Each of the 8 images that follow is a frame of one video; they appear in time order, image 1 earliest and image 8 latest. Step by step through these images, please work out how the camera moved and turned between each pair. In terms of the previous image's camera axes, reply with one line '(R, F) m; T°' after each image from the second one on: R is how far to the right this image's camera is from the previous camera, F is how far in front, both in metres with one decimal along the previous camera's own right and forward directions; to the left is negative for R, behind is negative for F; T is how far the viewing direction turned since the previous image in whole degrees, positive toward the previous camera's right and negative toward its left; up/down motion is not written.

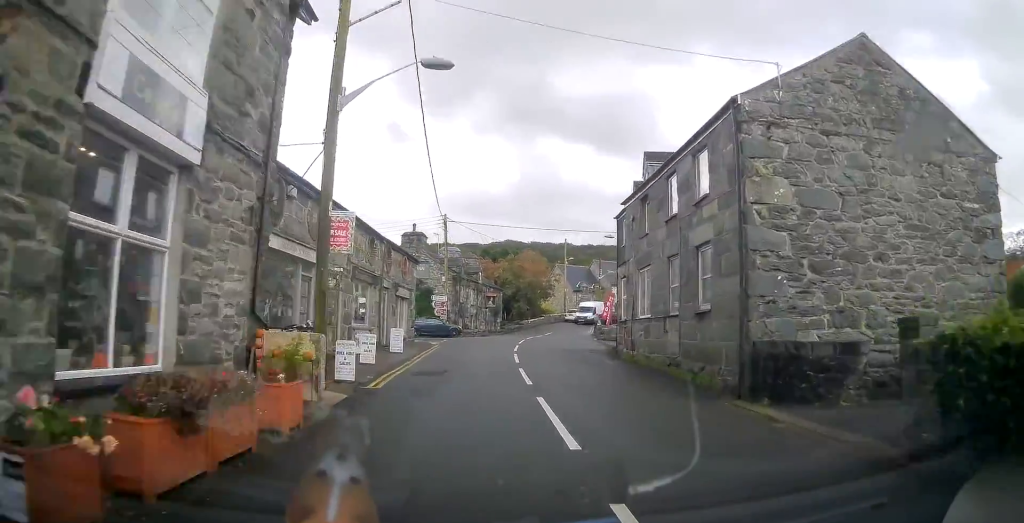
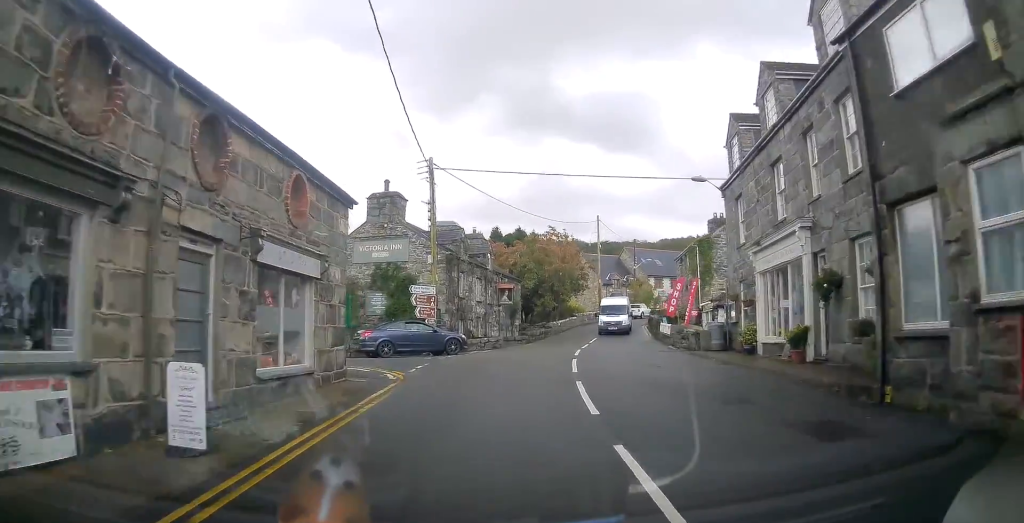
(-0.4, +16.9) m; -2°
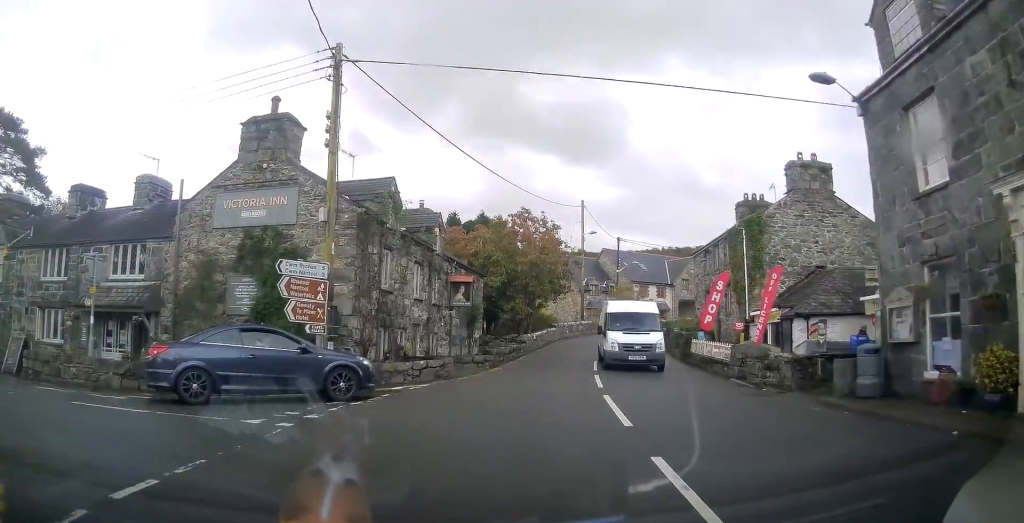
(+0.2, +12.7) m; +3°
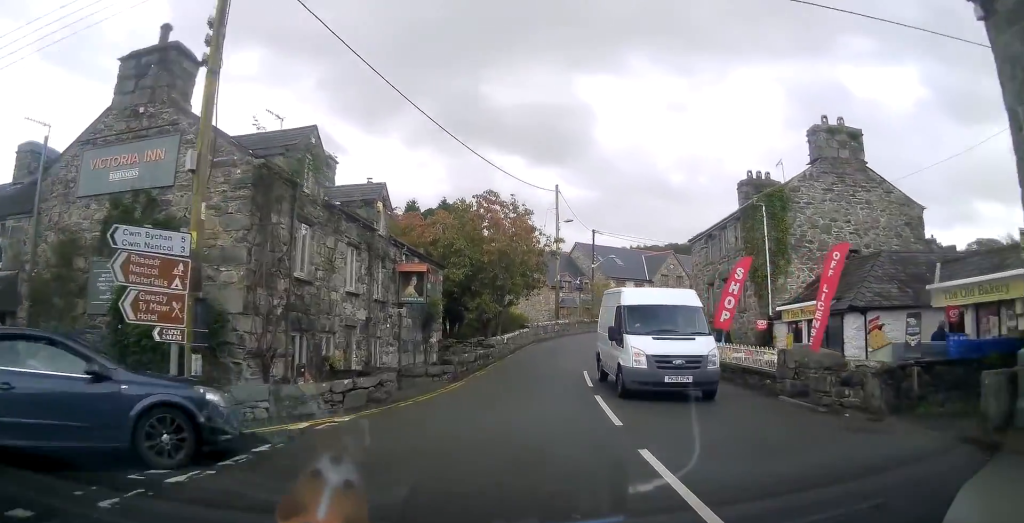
(+0.1, +5.3) m; +2°
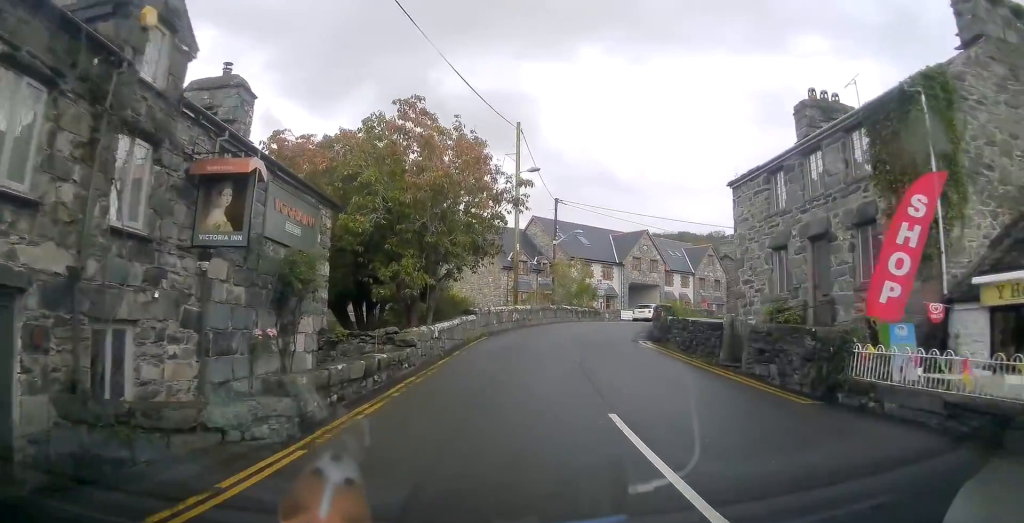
(+0.5, +11.2) m; +5°
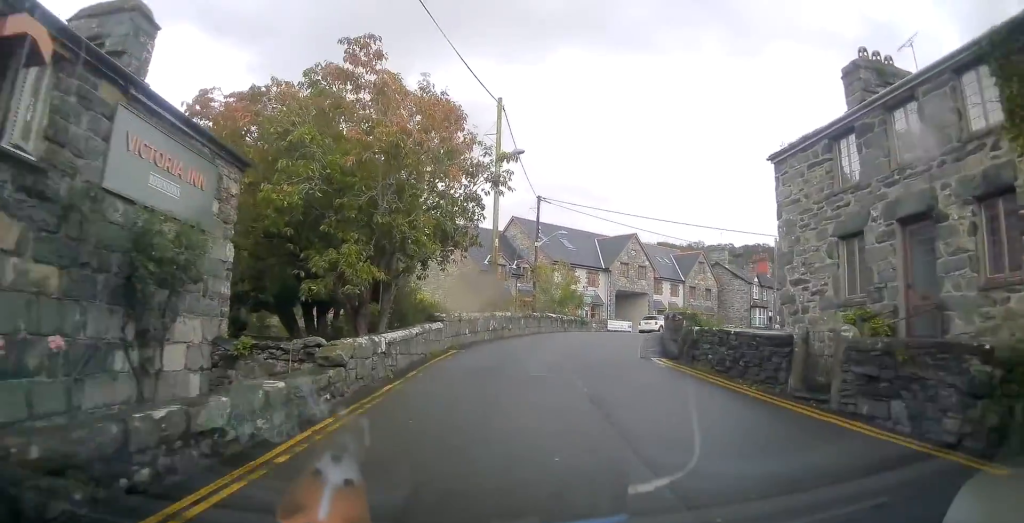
(+0.2, +4.6) m; +2°
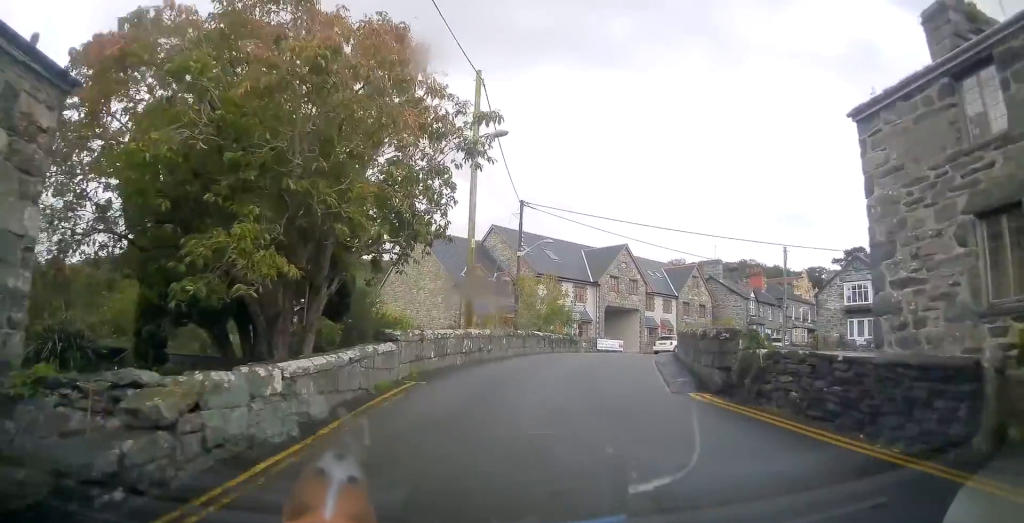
(+0.1, +4.8) m; +2°
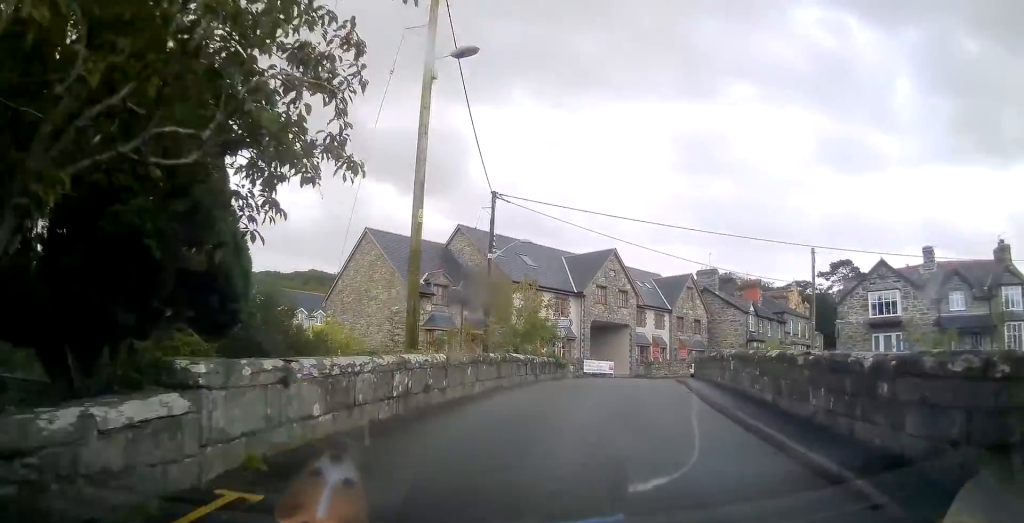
(+0.2, +7.5) m; +5°
